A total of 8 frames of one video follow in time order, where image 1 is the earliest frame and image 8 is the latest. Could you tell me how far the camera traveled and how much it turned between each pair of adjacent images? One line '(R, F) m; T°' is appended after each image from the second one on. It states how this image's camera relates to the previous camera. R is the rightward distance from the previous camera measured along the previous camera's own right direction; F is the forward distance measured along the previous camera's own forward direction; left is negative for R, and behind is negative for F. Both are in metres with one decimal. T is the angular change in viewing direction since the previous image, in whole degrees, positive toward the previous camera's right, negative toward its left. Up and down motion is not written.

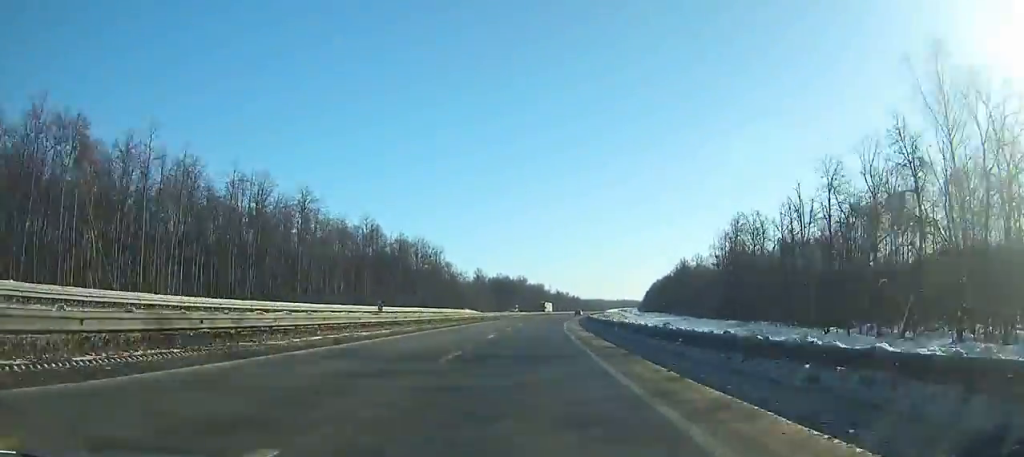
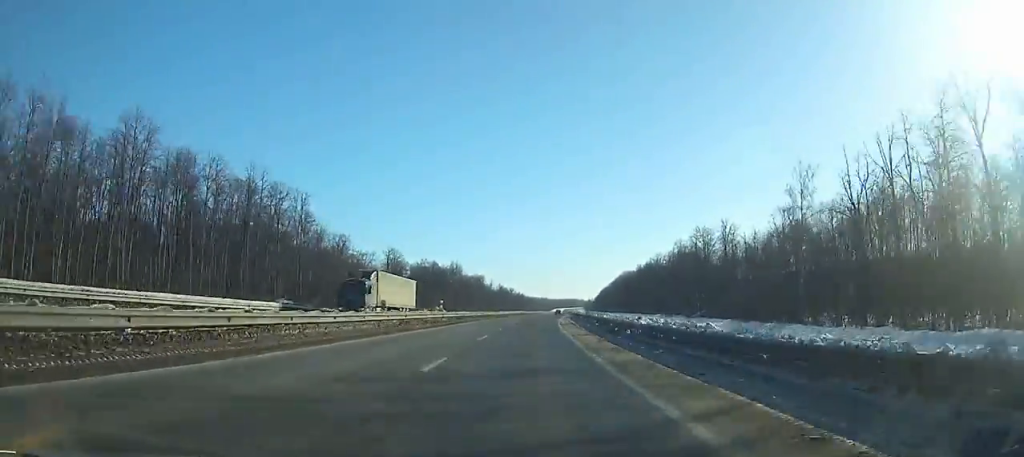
(+3.4, +73.3) m; +5°
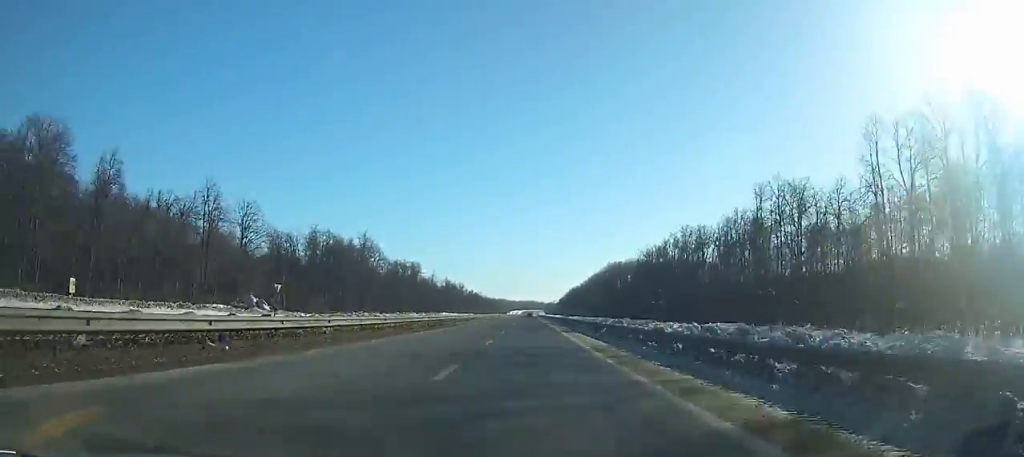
(+3.9, +83.3) m; +4°
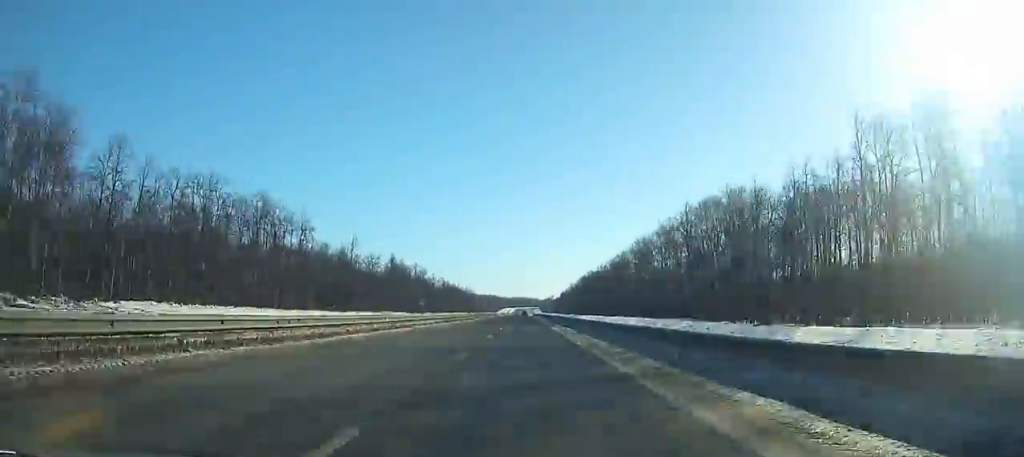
(+3.3, +127.7) m; +2°
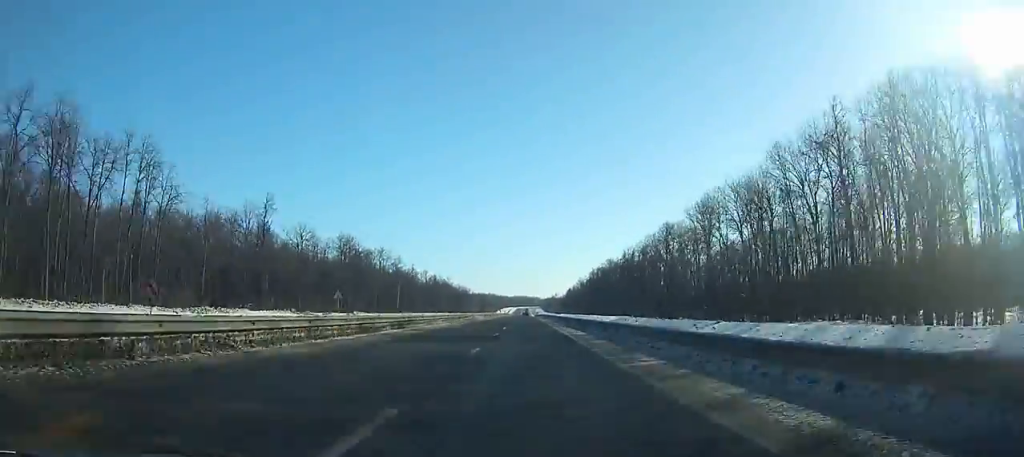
(0.0, +59.0) m; 0°
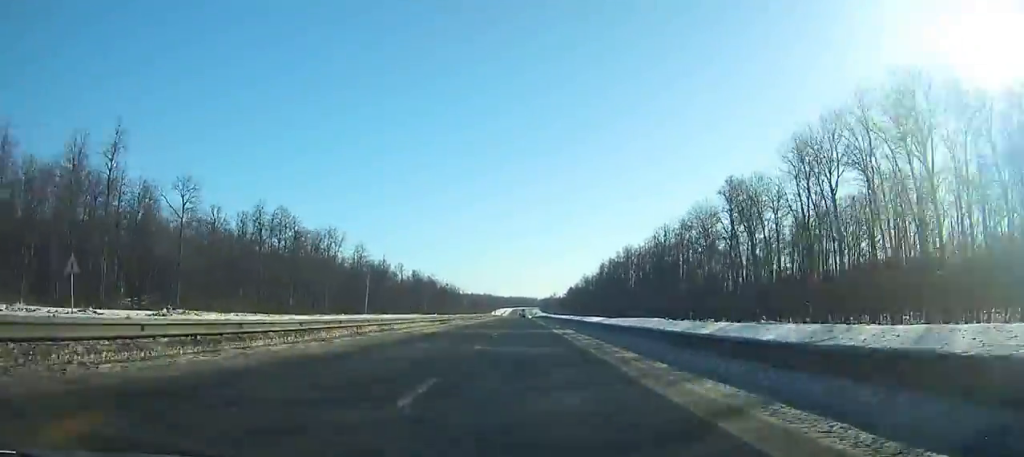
(-0.1, +44.5) m; 0°
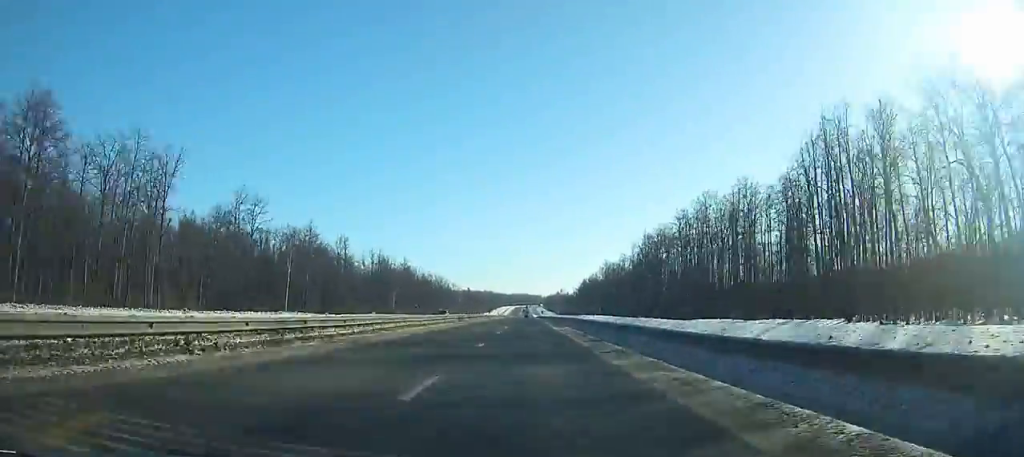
(-0.1, +72.2) m; 0°
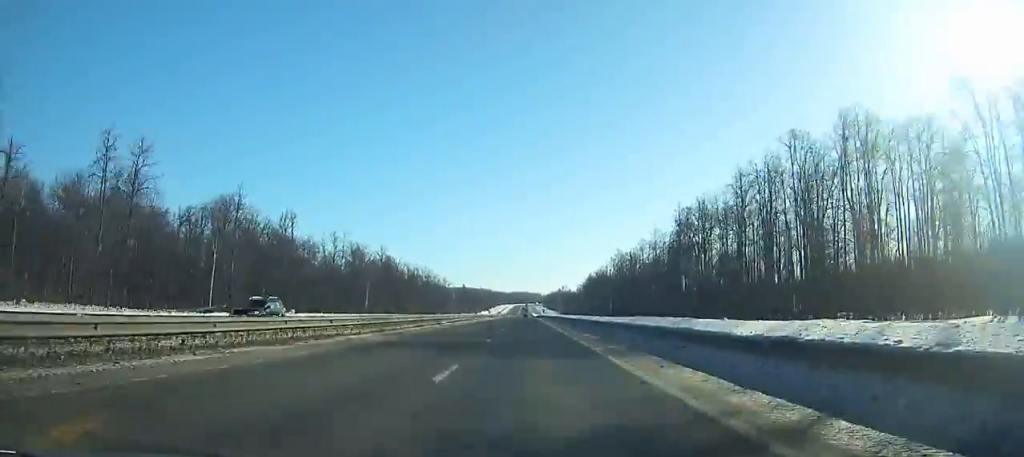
(0.0, +32.5) m; 0°
